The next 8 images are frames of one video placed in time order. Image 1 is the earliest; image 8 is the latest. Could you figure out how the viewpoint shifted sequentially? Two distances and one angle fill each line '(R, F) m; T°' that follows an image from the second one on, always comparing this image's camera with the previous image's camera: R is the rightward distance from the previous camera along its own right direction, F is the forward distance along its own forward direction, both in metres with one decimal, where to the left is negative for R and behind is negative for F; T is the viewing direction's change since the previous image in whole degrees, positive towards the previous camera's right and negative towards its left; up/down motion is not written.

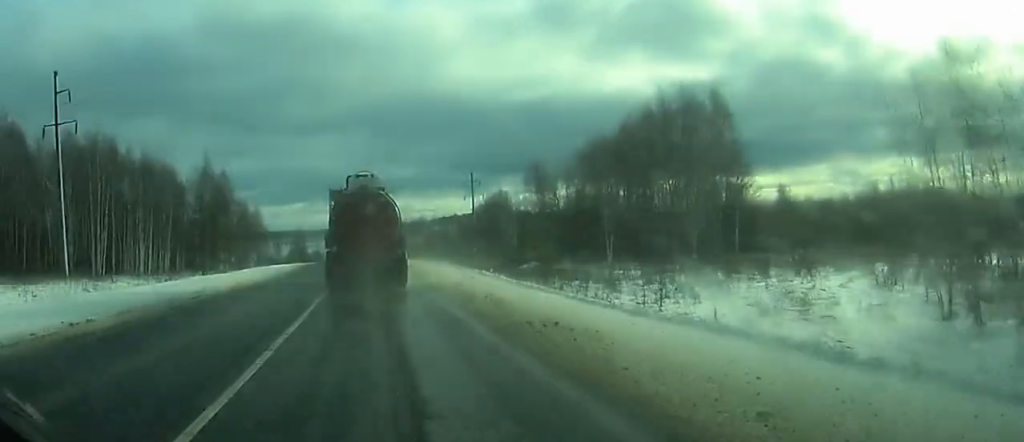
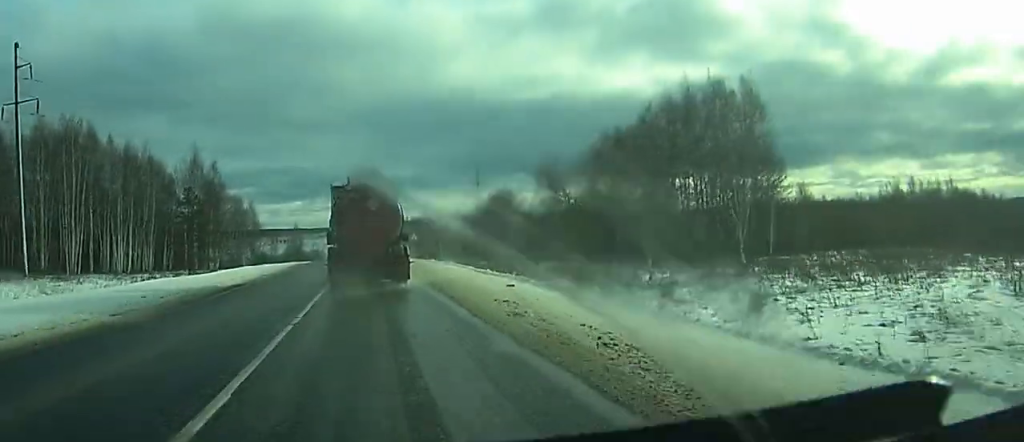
(0.0, +10.1) m; 0°
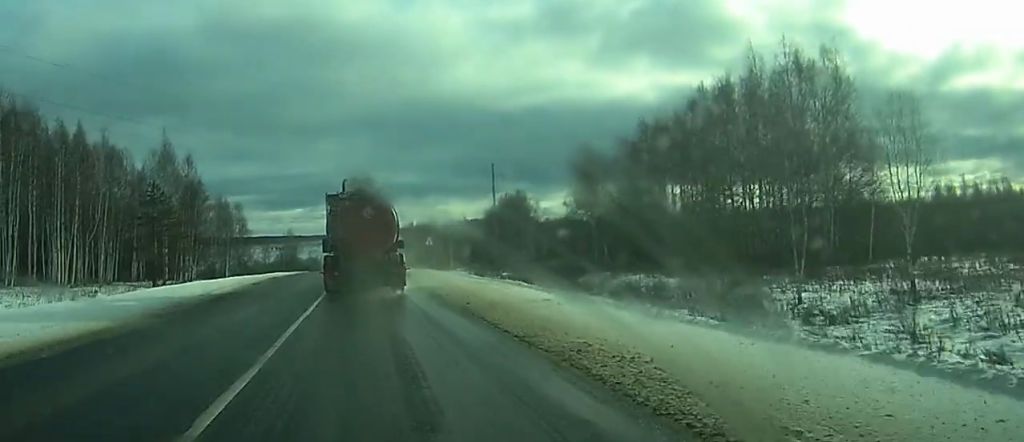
(+0.1, +21.5) m; 0°
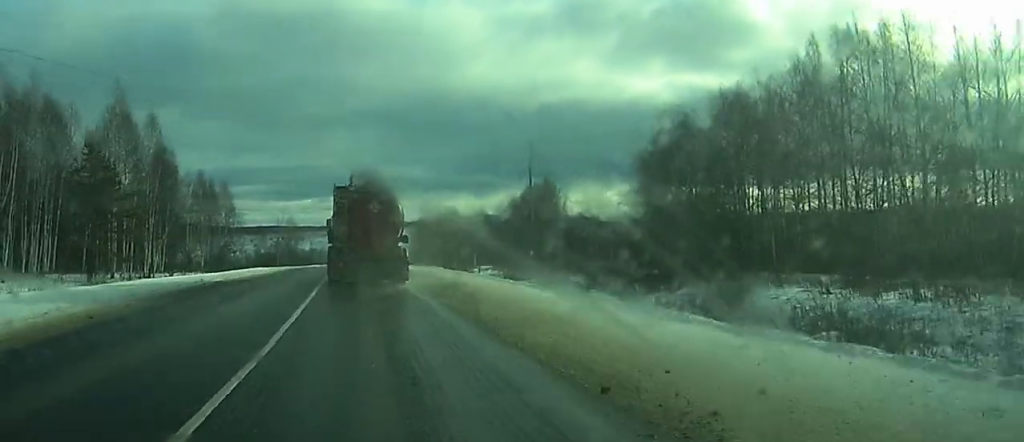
(-0.1, +27.4) m; -1°
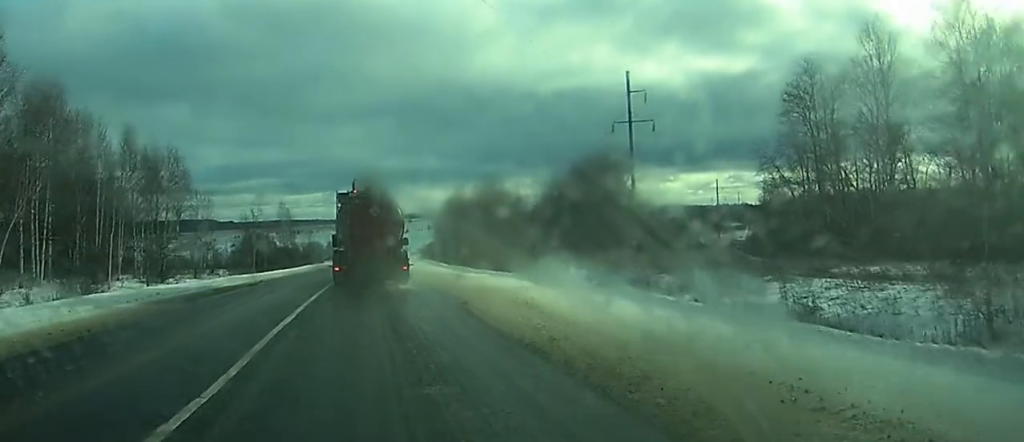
(-0.6, +47.5) m; -1°
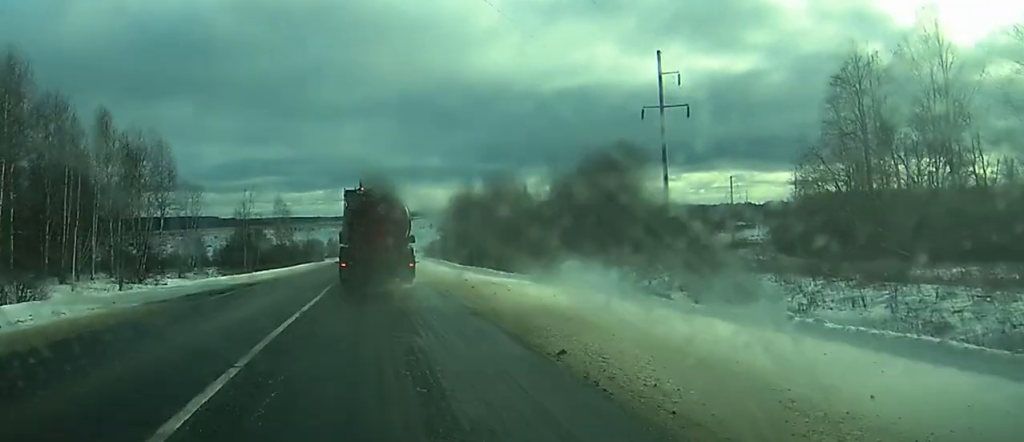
(0.0, +9.2) m; 0°
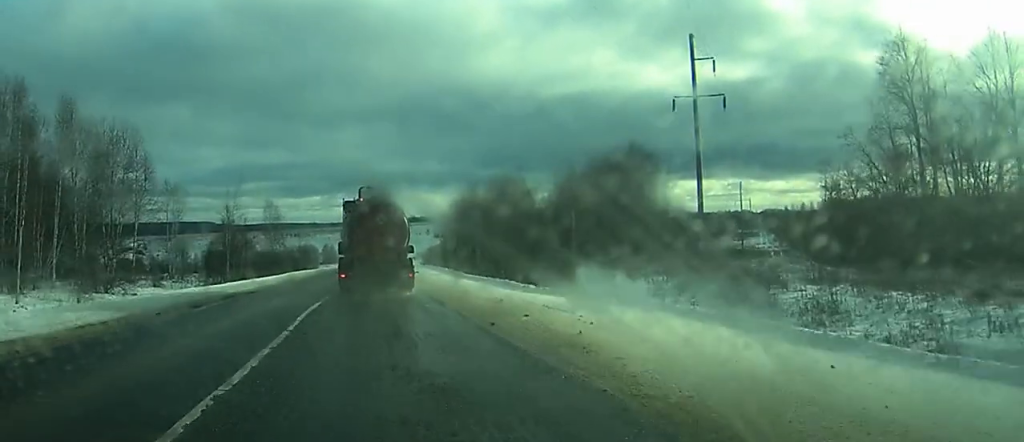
(0.0, +9.2) m; 0°
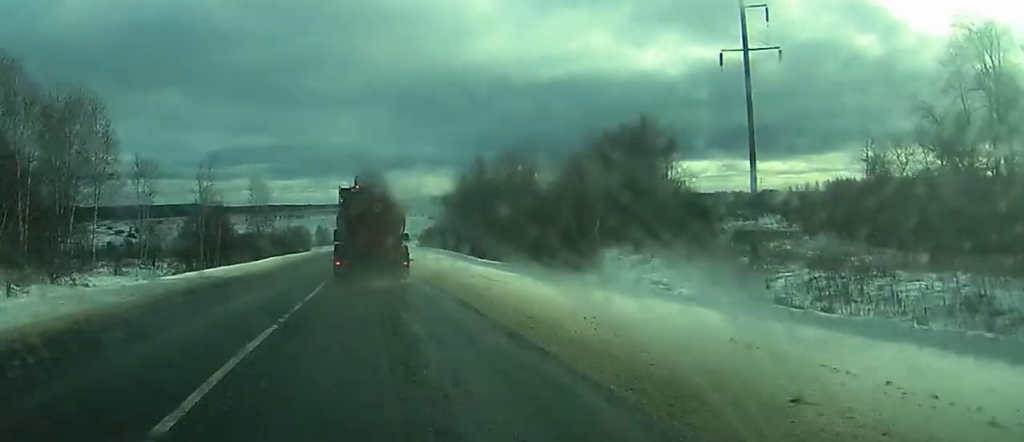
(0.0, +11.1) m; 0°
